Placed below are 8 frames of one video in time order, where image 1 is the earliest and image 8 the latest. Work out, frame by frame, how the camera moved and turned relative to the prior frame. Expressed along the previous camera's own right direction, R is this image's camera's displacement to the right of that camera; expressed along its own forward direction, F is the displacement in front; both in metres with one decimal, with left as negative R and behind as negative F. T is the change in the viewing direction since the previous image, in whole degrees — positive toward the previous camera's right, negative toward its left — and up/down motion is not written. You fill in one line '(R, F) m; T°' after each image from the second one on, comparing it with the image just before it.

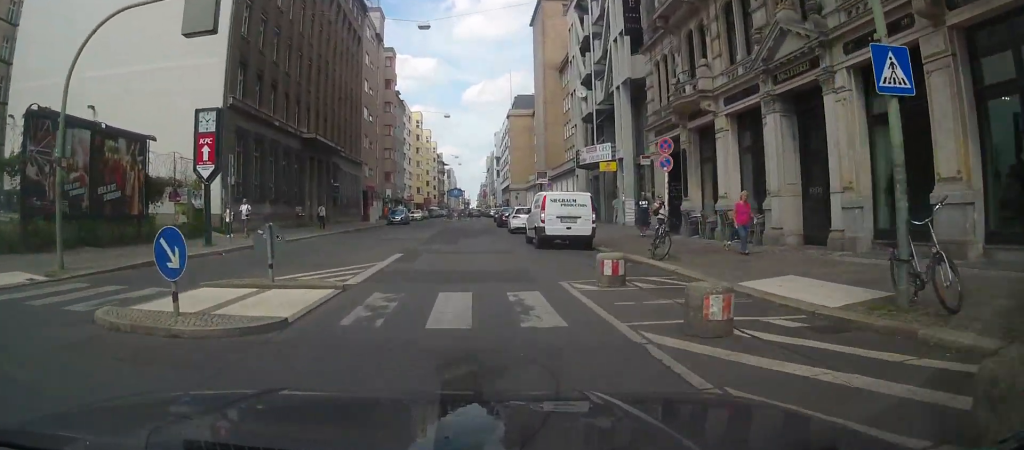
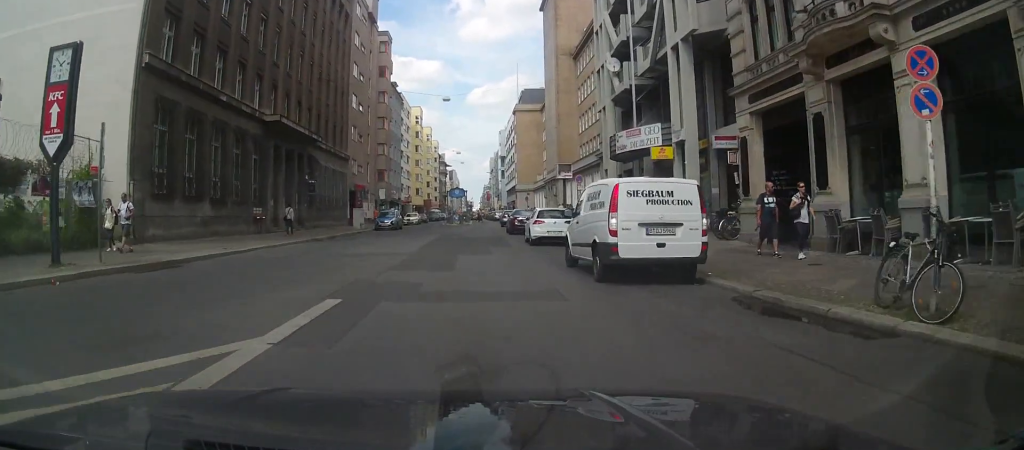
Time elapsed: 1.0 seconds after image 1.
(+0.1, +9.3) m; +1°
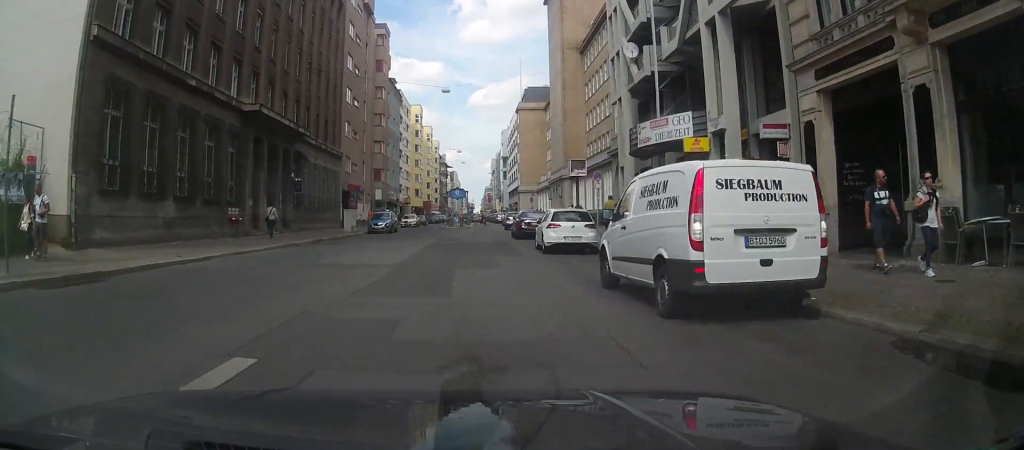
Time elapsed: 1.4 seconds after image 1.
(0.0, +3.8) m; 0°
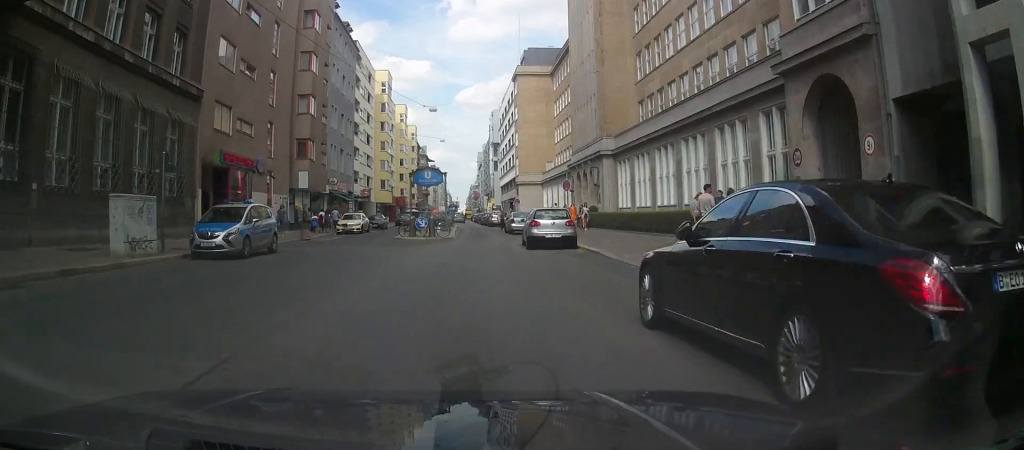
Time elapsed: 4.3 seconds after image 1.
(+0.2, +28.1) m; +1°
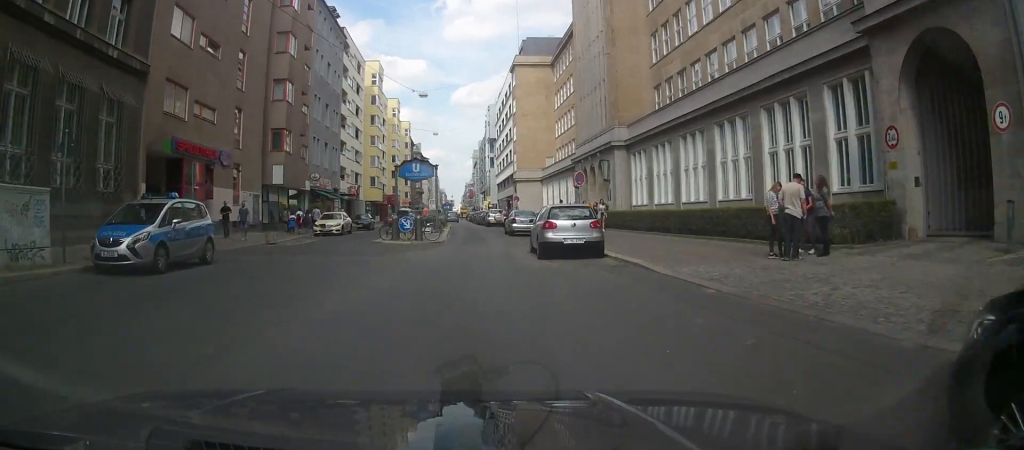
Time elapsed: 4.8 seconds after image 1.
(-0.1, +5.1) m; +1°
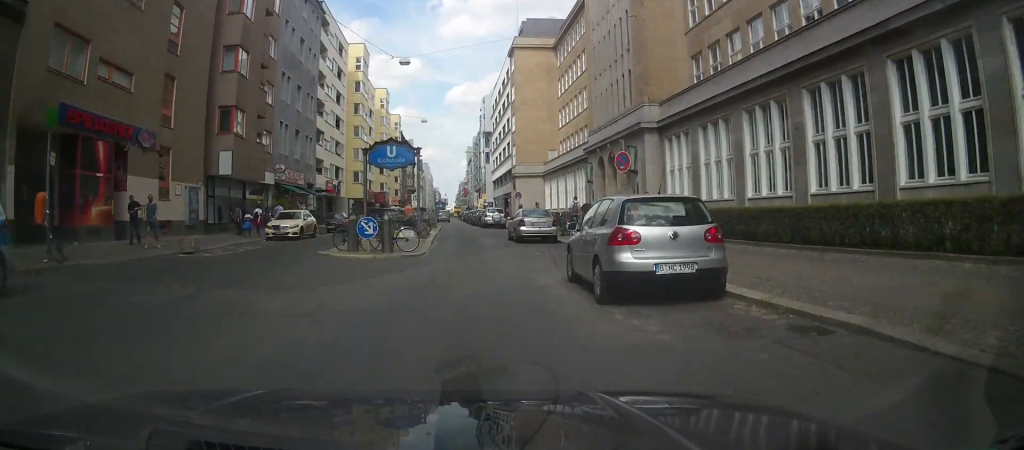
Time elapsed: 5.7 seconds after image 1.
(+0.3, +8.3) m; 0°
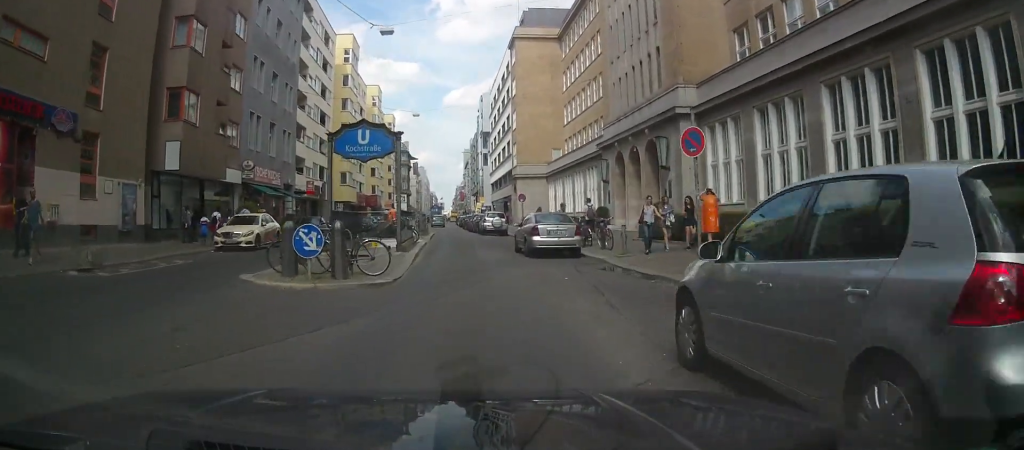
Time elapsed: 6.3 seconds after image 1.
(0.0, +6.0) m; -1°
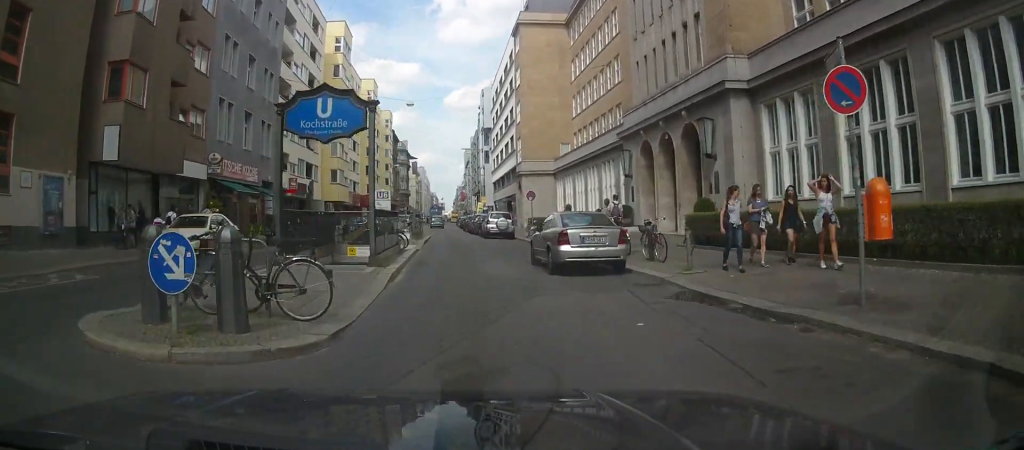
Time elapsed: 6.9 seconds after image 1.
(-0.2, +5.3) m; -2°
